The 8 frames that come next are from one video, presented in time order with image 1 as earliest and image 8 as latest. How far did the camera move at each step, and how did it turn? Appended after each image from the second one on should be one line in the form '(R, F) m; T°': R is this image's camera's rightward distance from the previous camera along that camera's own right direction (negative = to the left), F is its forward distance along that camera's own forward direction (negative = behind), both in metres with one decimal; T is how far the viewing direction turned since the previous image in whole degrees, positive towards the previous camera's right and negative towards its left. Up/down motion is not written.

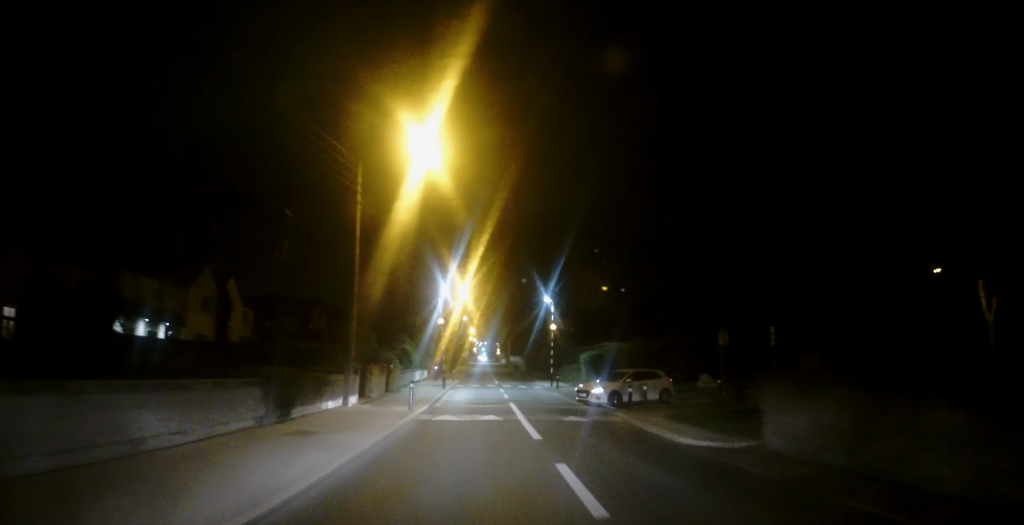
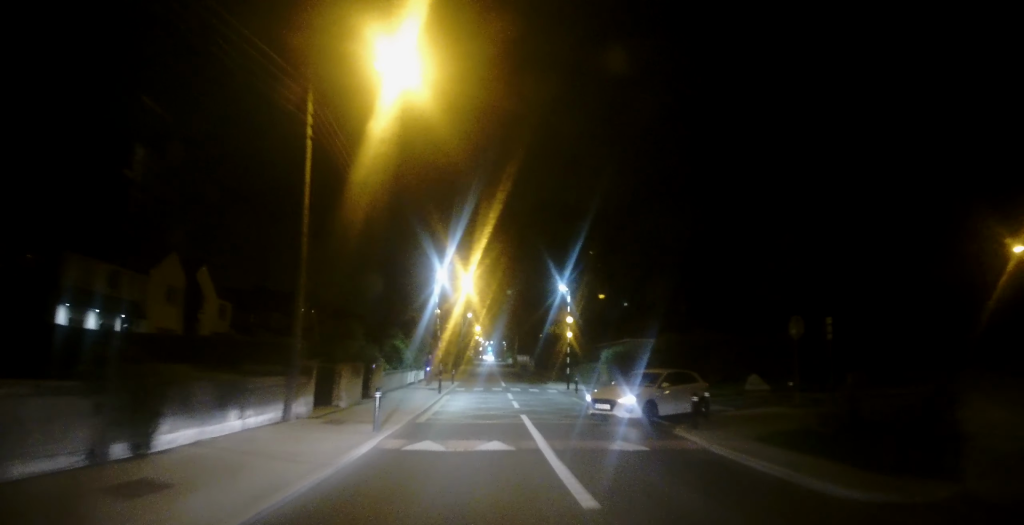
(0.0, +6.2) m; -1°
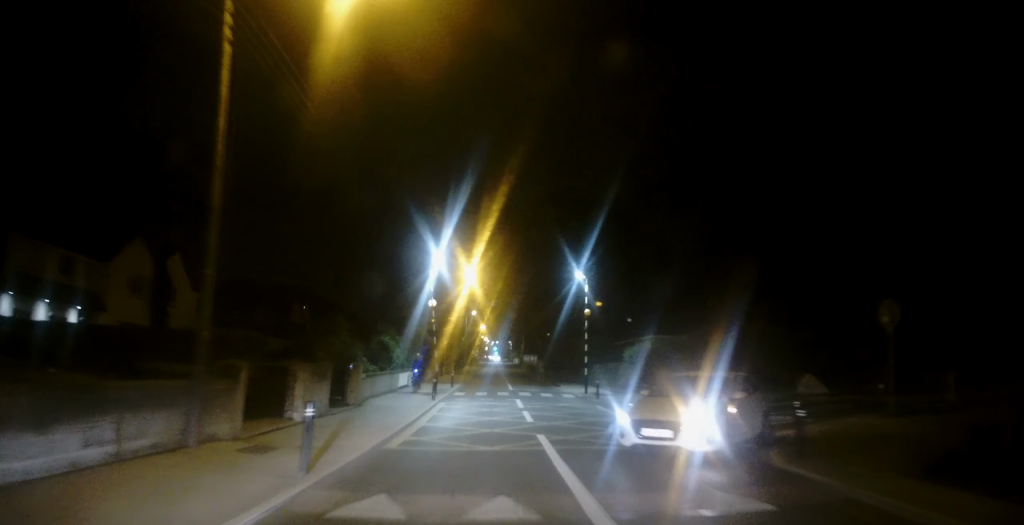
(-0.2, +5.1) m; -1°
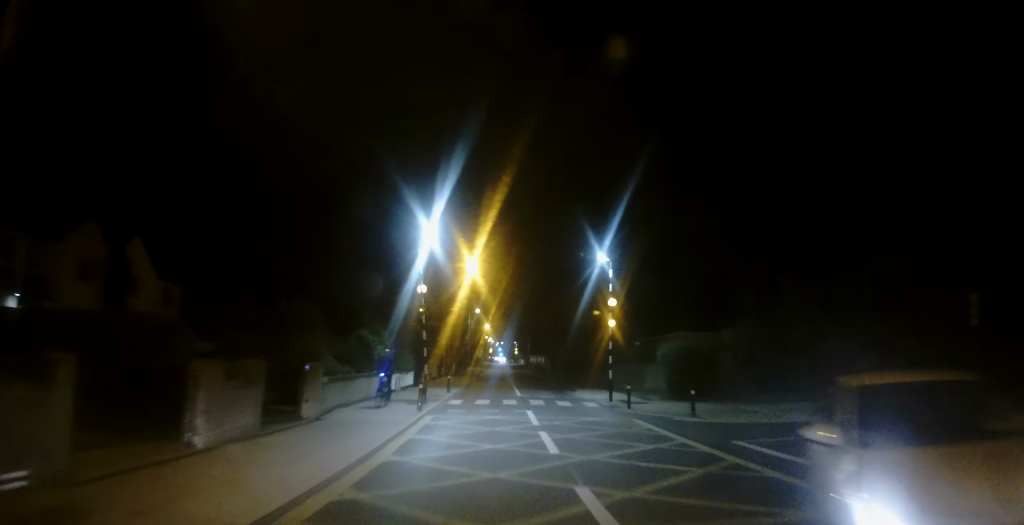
(0.0, +5.4) m; 0°
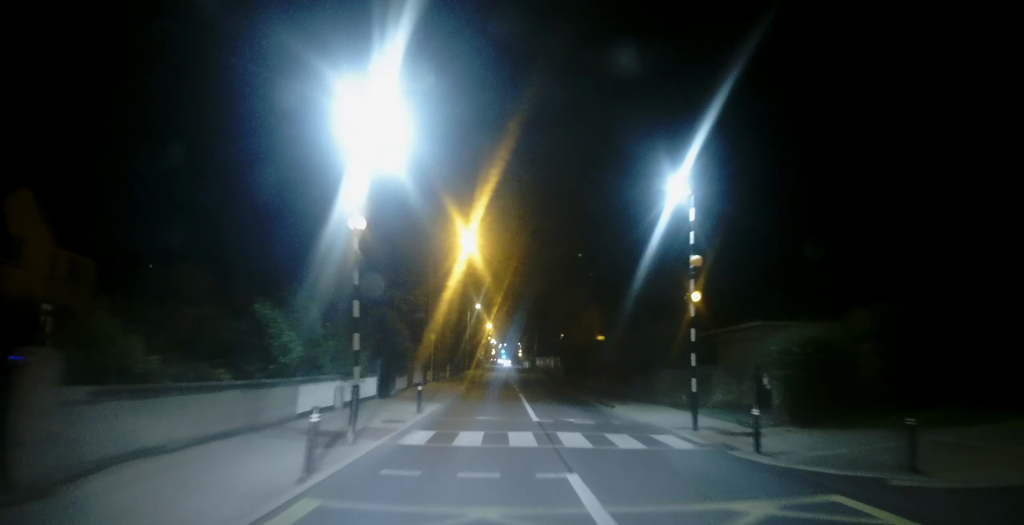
(0.0, +10.7) m; 0°
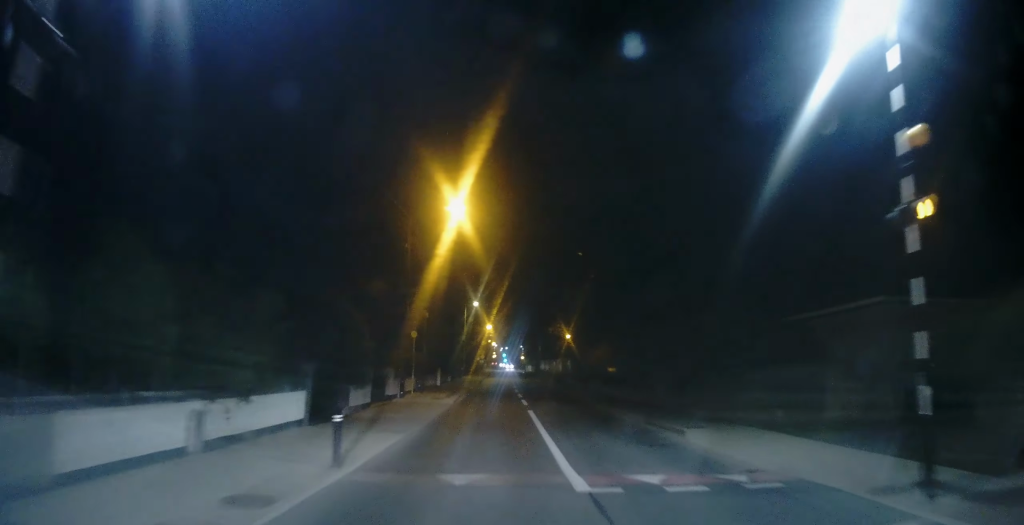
(0.0, +8.7) m; -1°
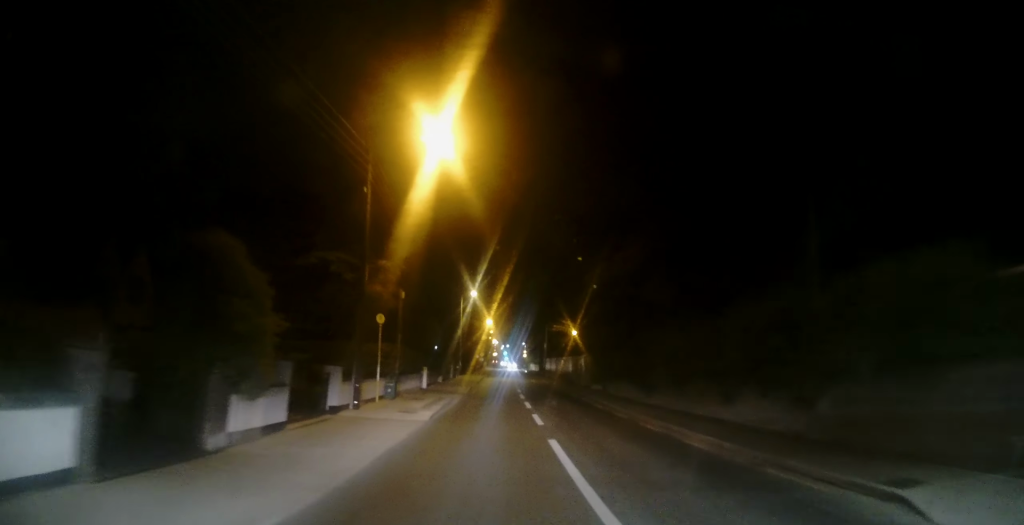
(-0.1, +8.8) m; +1°
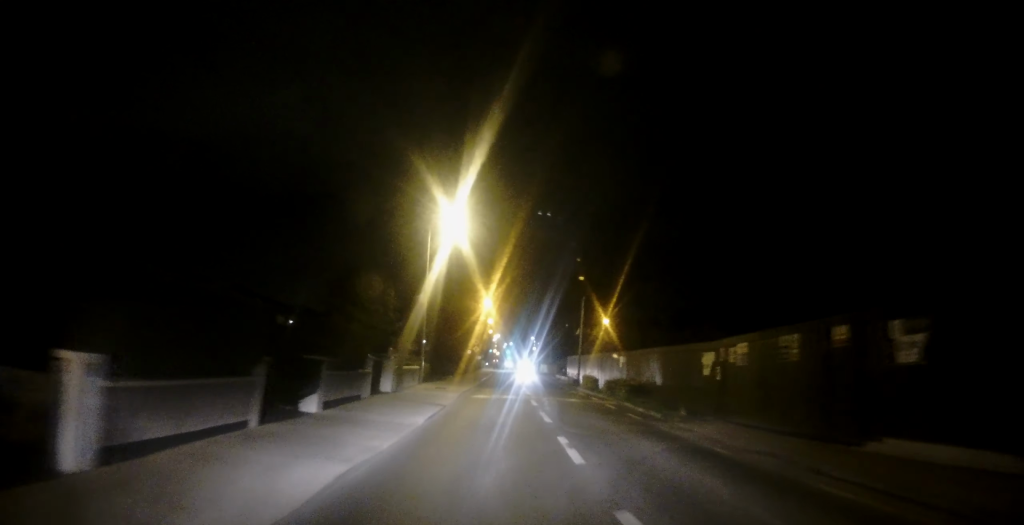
(-0.3, +31.4) m; -1°
